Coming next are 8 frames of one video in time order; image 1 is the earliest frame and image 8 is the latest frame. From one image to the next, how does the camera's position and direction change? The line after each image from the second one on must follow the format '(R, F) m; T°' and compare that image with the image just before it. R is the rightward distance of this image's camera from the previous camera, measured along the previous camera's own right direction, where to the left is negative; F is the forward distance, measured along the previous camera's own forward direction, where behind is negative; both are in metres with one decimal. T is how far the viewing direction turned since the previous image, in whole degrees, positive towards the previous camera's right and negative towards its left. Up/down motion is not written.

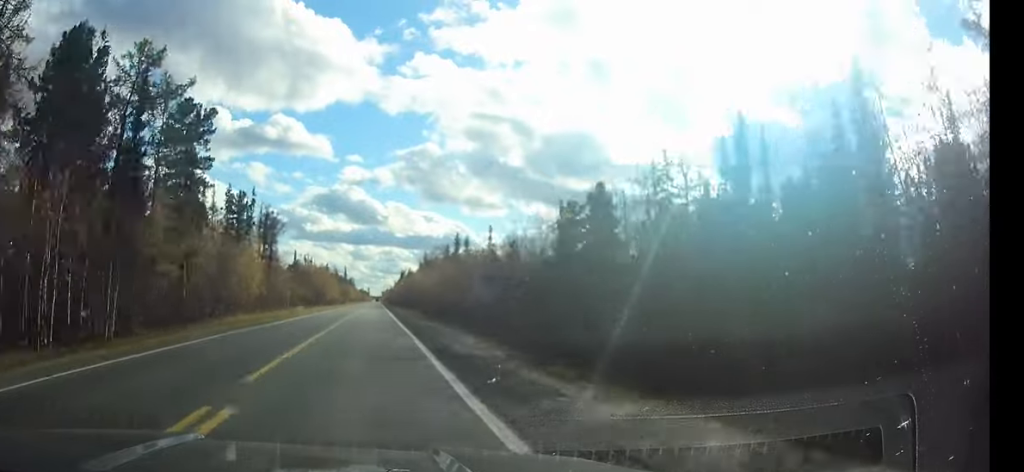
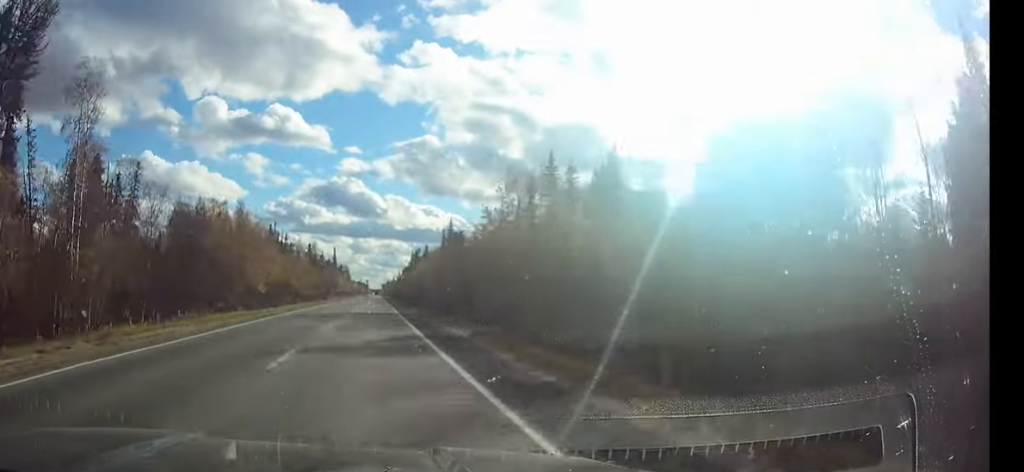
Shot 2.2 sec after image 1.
(0.0, +79.6) m; 0°
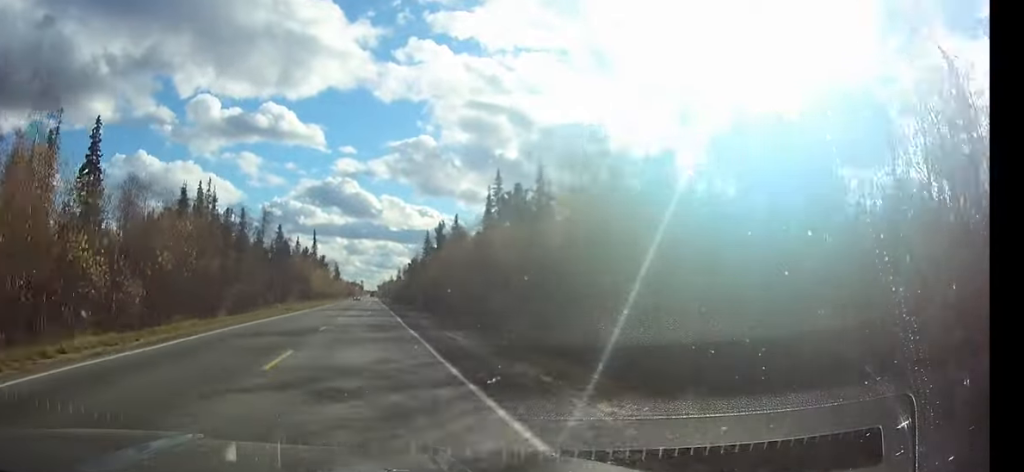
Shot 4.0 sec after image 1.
(+0.1, +64.8) m; 0°
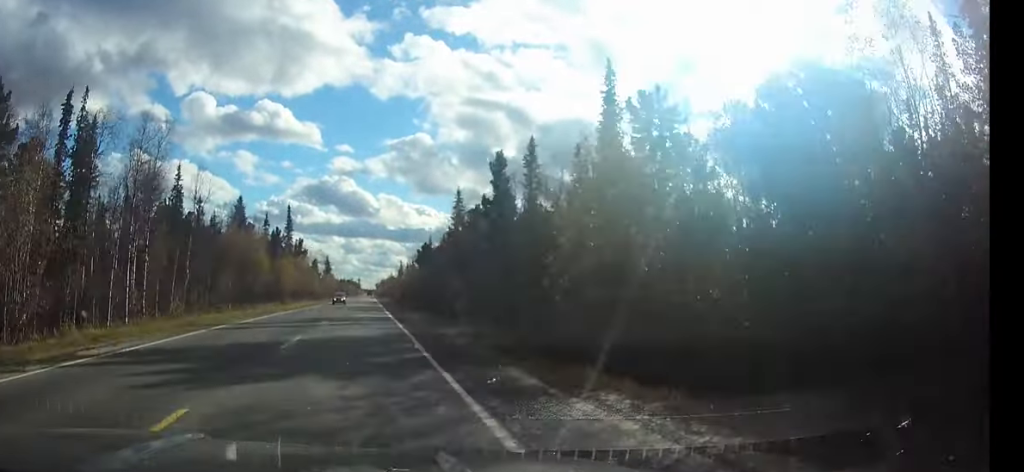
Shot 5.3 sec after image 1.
(0.0, +47.8) m; 0°
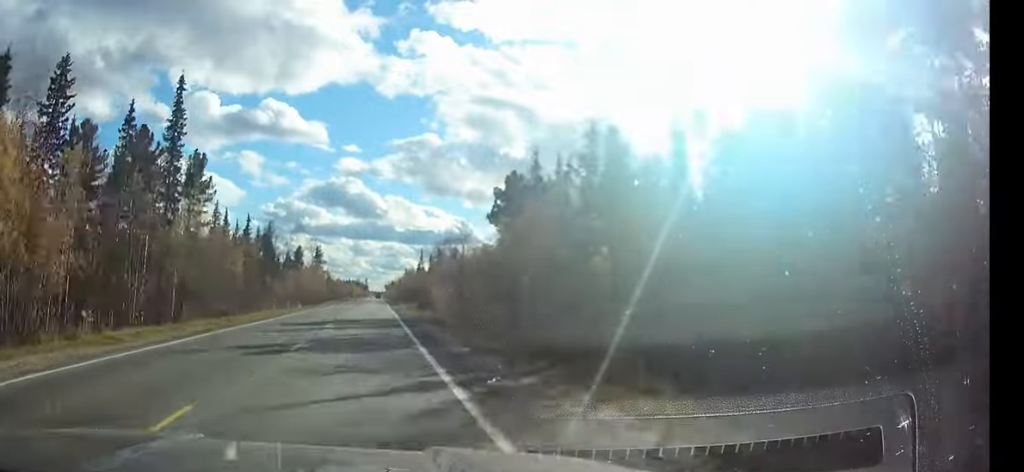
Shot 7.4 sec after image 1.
(-0.2, +73.2) m; 0°
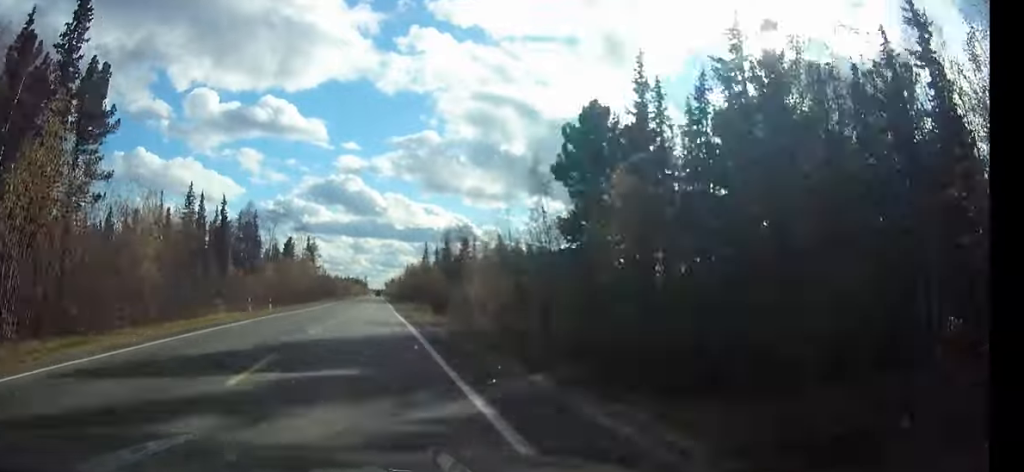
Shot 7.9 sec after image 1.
(0.0, +18.7) m; 0°
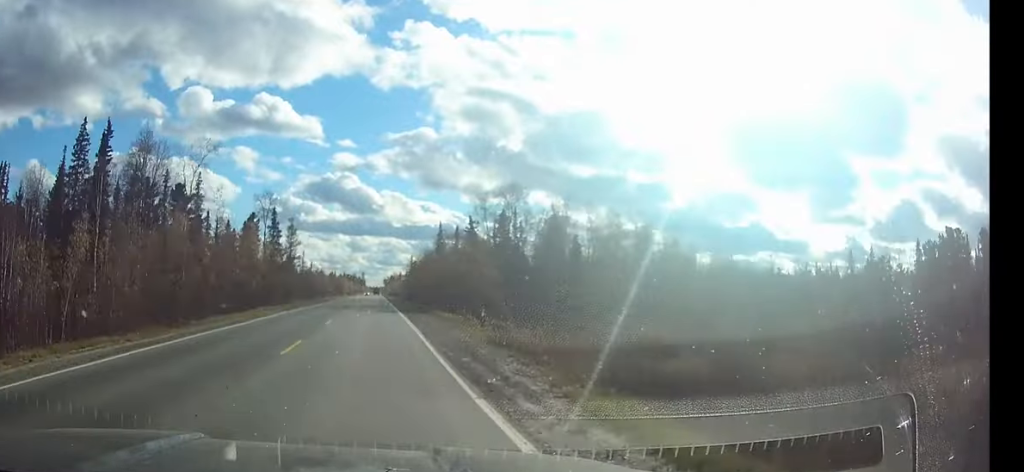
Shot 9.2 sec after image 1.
(0.0, +42.9) m; 0°
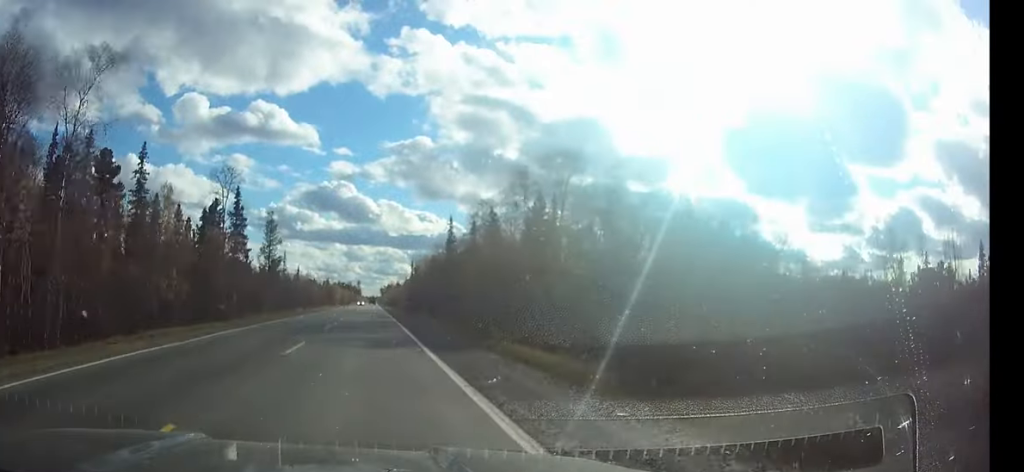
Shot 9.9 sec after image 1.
(0.0, +23.4) m; 0°
